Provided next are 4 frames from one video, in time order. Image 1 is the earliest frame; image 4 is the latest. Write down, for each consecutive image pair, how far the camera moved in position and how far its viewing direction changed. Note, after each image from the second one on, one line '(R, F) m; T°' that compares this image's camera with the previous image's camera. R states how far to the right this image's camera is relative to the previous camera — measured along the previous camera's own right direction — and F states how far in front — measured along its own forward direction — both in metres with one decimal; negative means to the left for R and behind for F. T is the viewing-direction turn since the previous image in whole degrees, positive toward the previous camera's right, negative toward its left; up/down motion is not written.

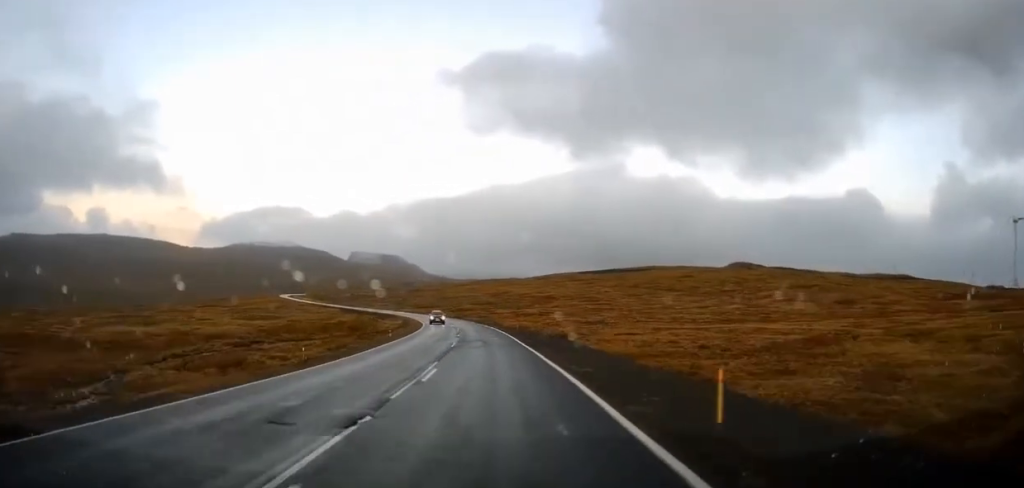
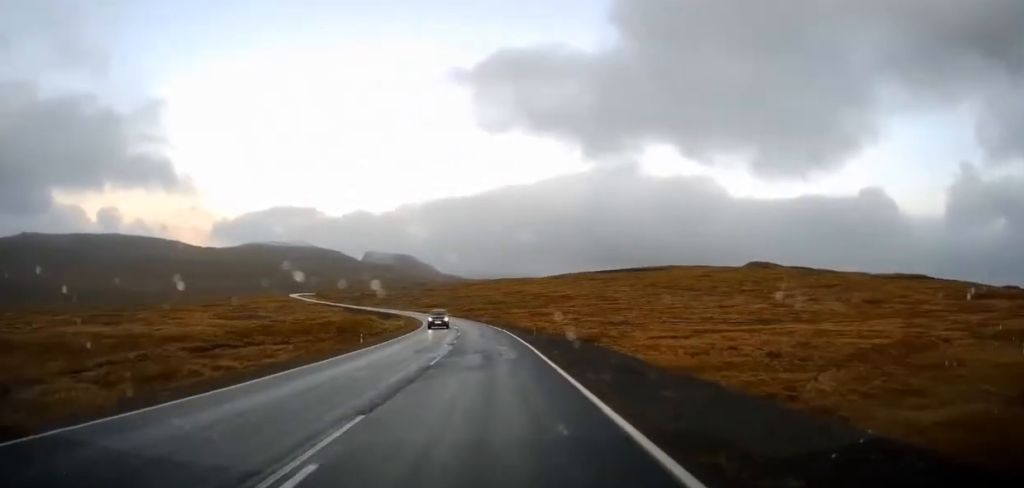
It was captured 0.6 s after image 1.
(-0.1, +10.7) m; -1°
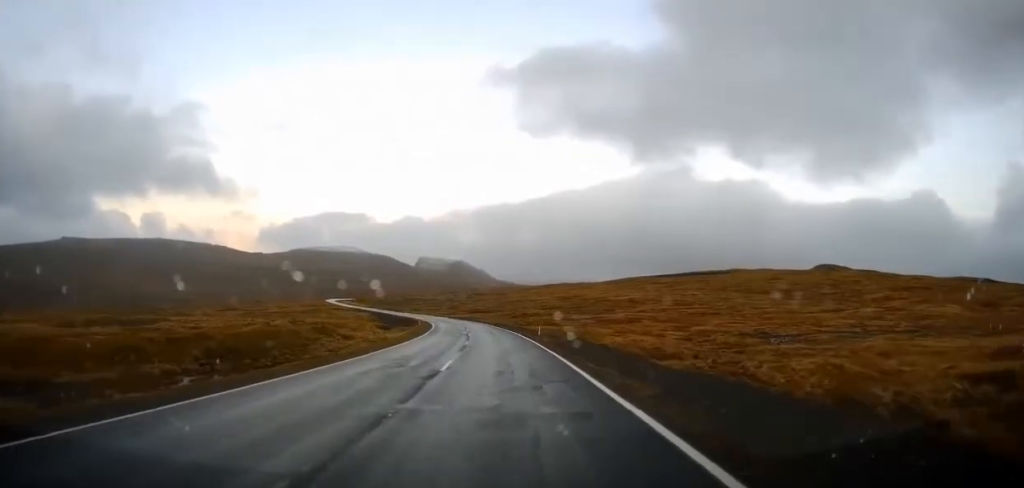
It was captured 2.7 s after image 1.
(-1.6, +38.2) m; -4°
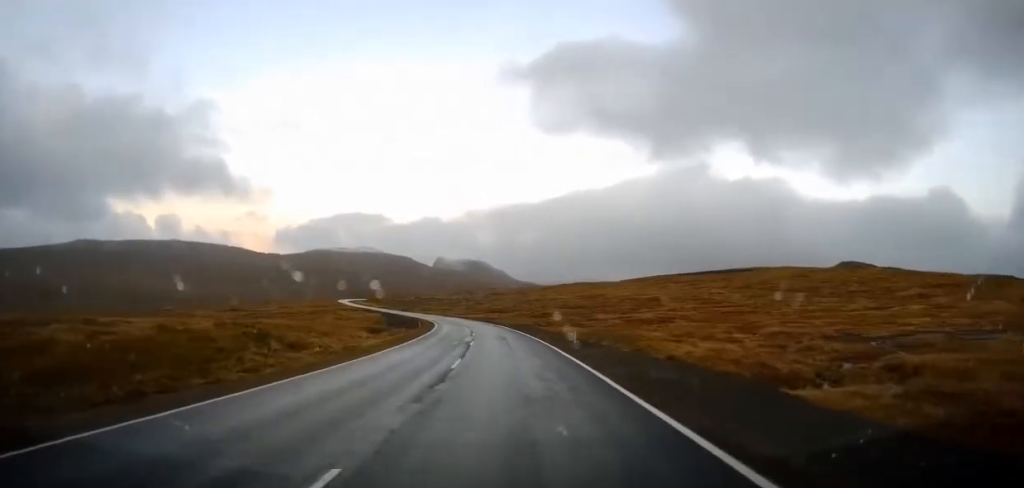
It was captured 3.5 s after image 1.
(+0.1, +14.2) m; -2°
